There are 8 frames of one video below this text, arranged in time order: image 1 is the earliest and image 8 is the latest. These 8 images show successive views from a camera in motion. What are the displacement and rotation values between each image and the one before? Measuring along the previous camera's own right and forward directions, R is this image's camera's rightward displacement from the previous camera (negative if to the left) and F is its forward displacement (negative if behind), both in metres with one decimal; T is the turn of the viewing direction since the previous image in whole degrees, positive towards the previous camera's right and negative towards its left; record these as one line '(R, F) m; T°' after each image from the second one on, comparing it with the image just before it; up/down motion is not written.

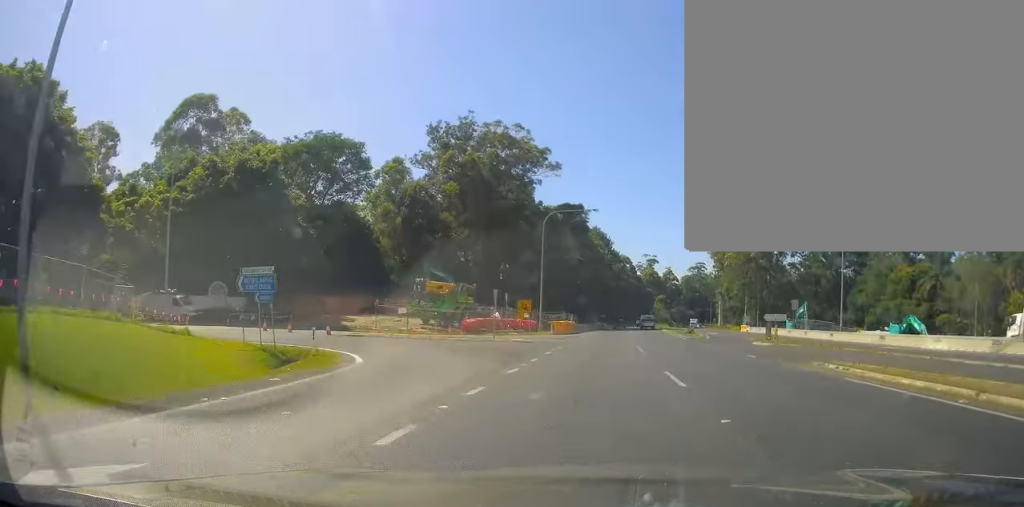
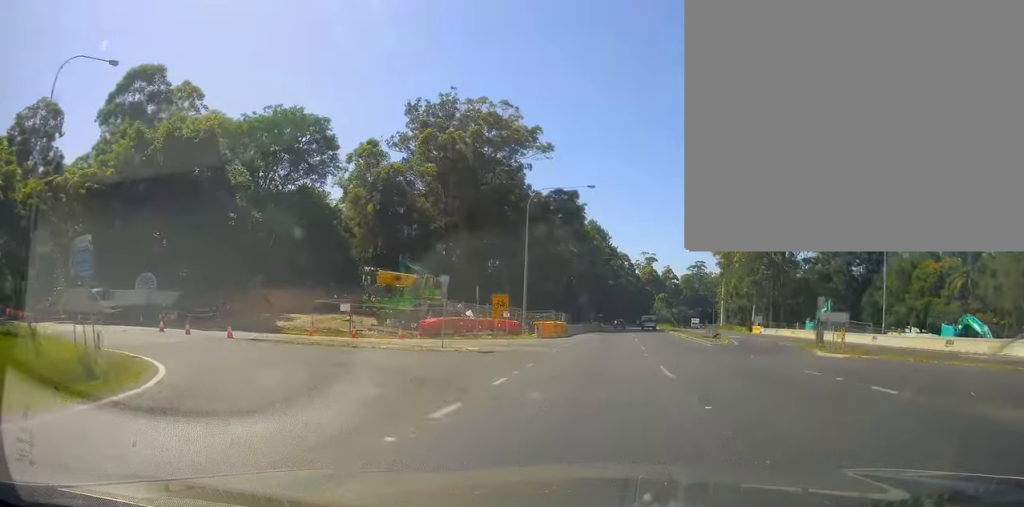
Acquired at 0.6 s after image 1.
(-0.6, +9.9) m; -1°
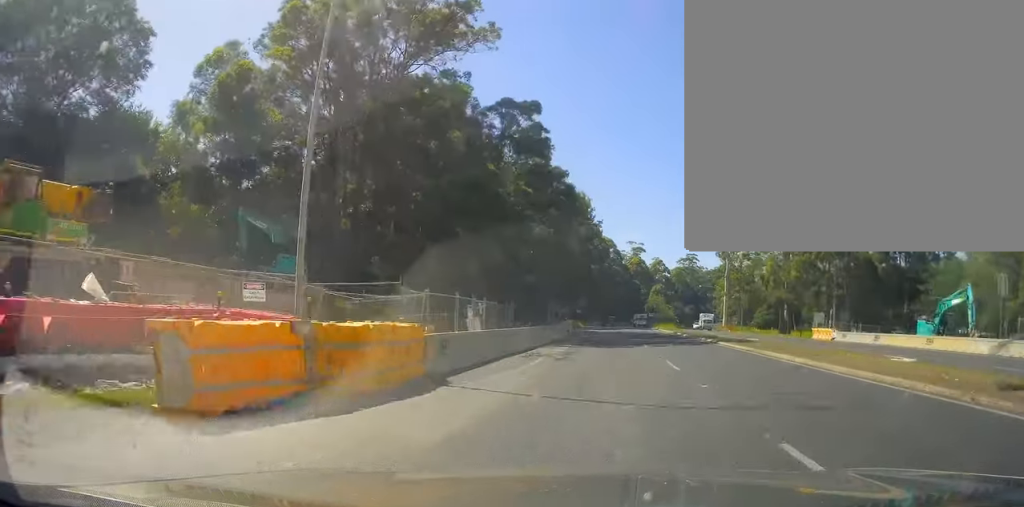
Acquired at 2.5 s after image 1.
(+0.2, +33.6) m; +1°
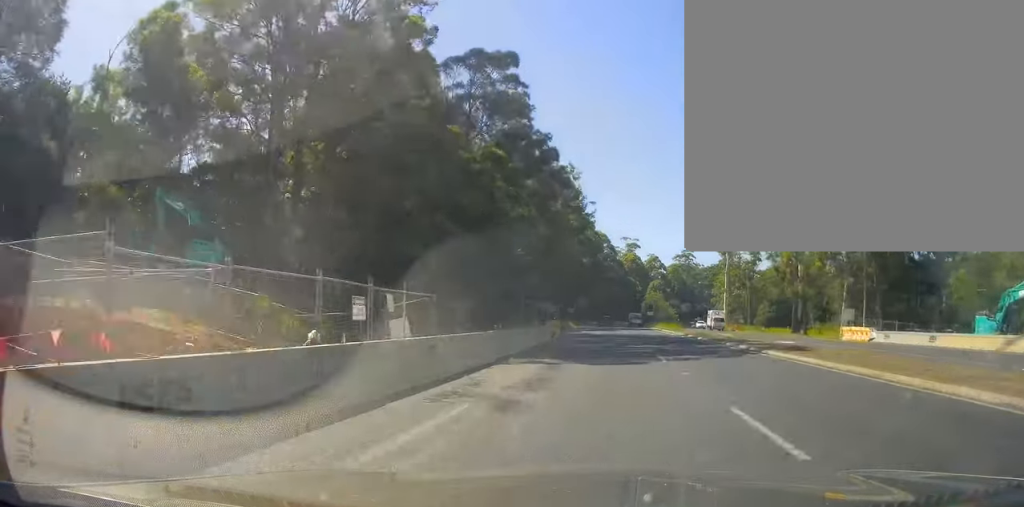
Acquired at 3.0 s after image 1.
(-0.2, +9.5) m; +1°
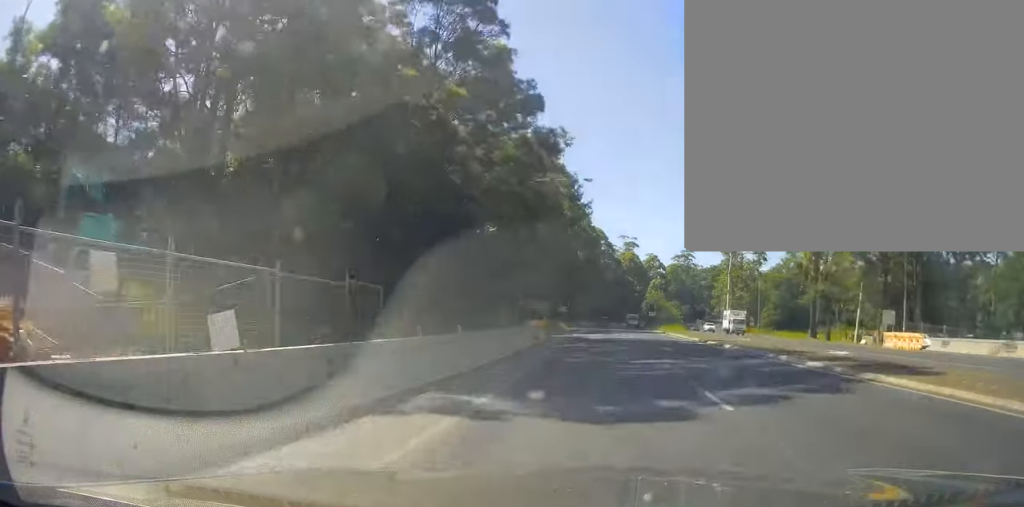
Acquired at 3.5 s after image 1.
(+0.3, +8.7) m; +1°
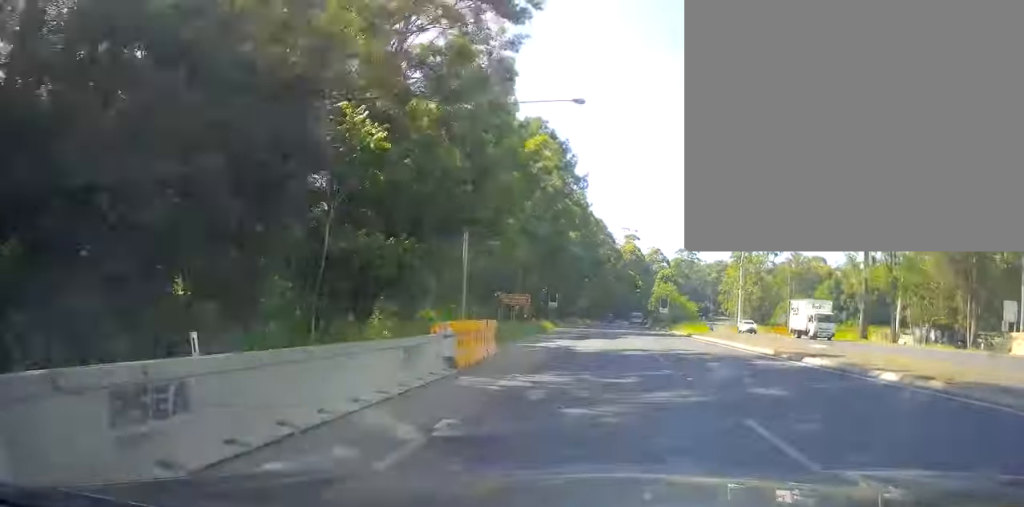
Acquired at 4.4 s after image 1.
(+0.3, +15.7) m; +1°
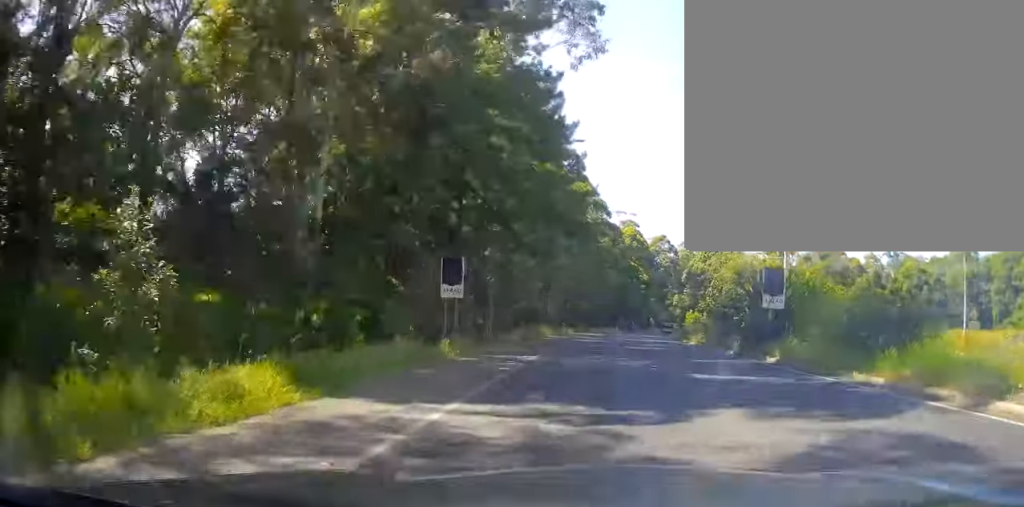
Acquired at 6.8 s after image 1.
(0.0, +42.5) m; -1°
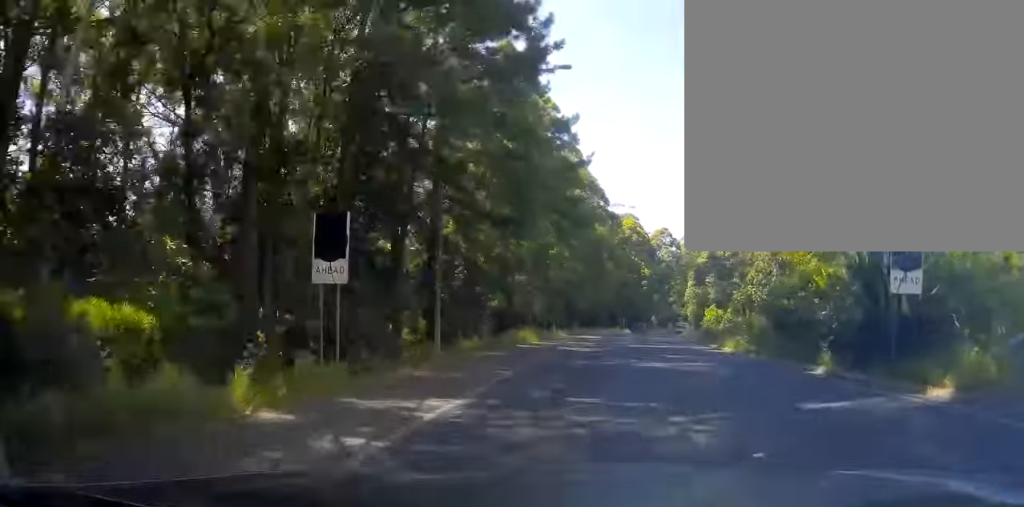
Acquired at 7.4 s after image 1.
(-0.2, +10.4) m; +2°
